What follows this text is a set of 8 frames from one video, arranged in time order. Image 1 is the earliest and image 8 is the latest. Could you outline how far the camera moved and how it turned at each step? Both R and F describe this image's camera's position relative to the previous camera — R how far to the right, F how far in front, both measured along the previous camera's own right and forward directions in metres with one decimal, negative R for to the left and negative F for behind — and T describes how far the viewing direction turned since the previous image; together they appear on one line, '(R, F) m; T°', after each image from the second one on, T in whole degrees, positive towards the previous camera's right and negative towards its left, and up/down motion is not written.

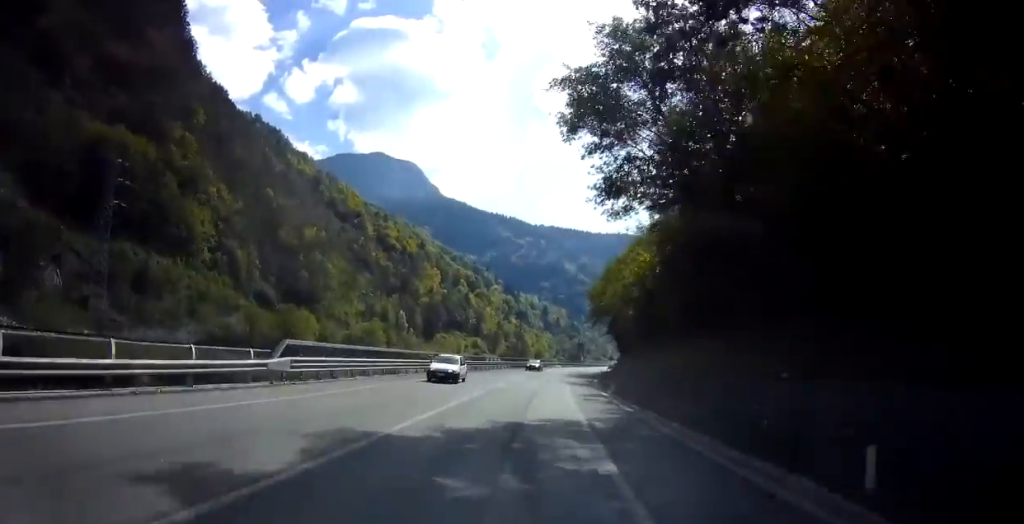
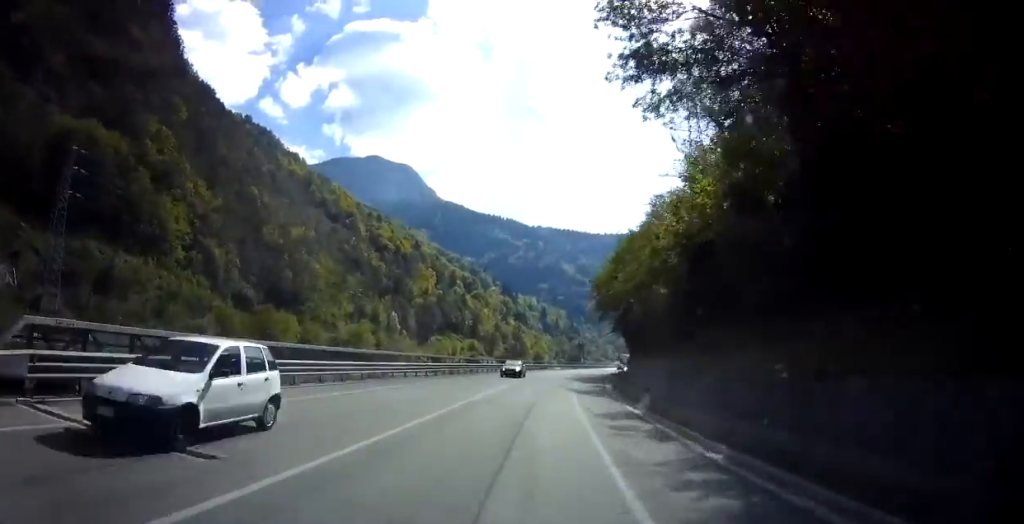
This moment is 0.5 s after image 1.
(-0.2, +10.3) m; 0°
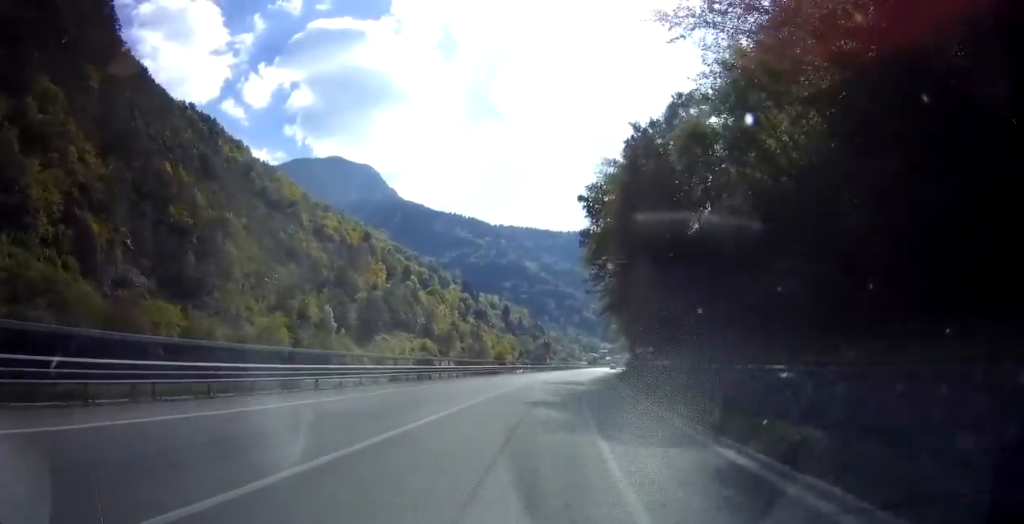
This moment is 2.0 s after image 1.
(+1.4, +33.0) m; +4°
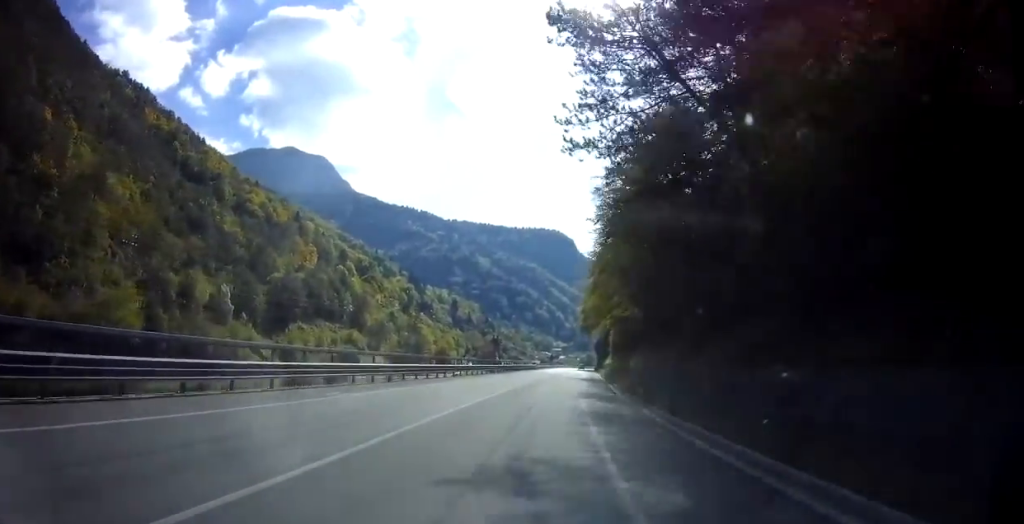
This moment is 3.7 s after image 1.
(+1.3, +39.2) m; +3°
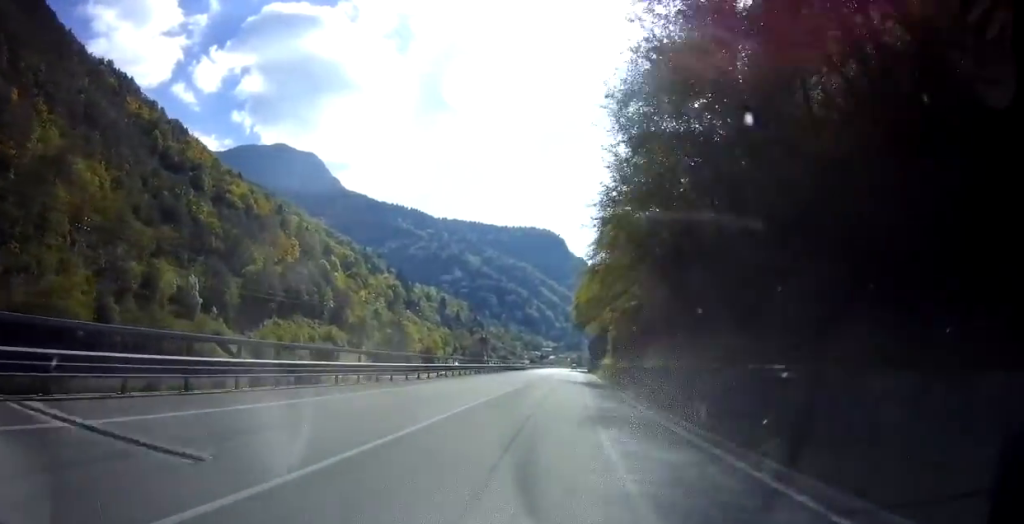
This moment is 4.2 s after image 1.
(0.0, +11.0) m; +1°
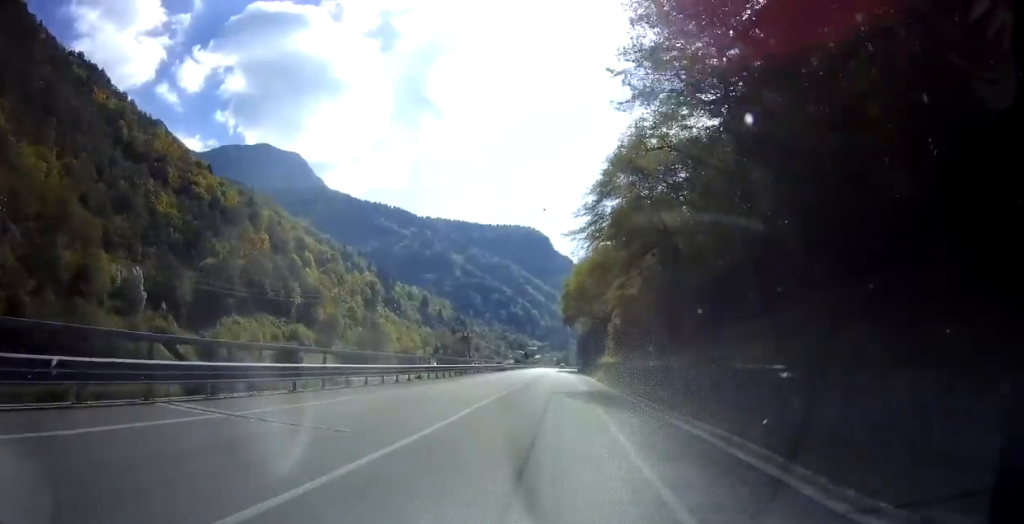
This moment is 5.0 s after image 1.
(+0.2, +16.8) m; +2°
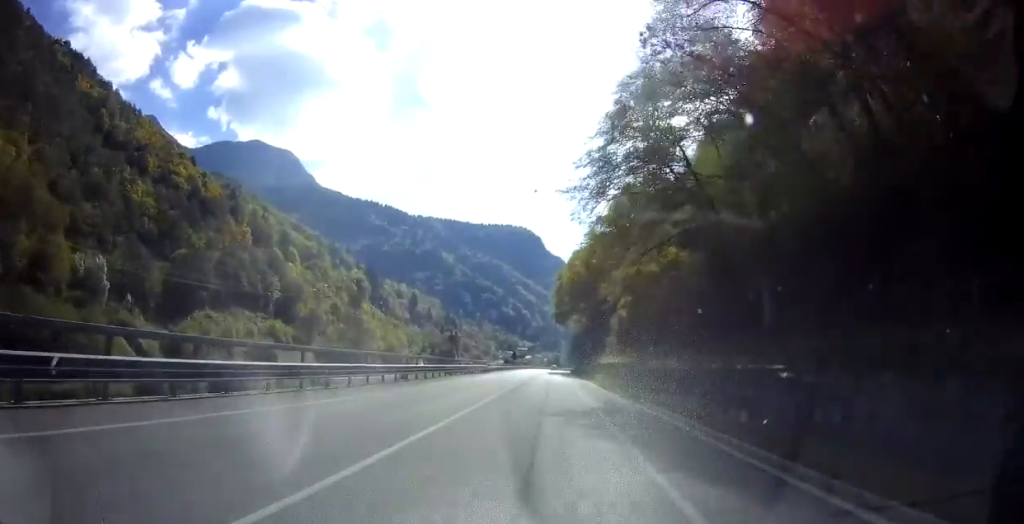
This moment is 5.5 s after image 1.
(-0.1, +10.2) m; +1°
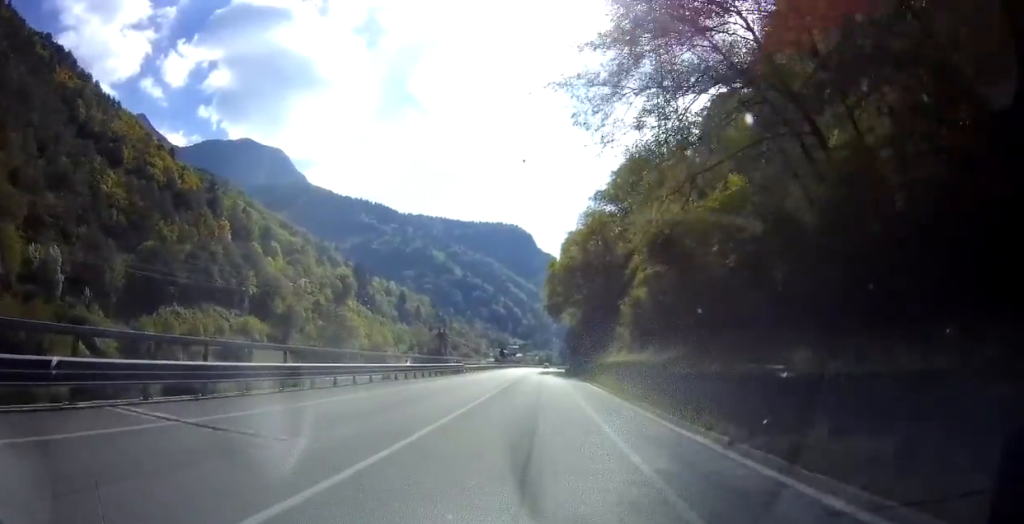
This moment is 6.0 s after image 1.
(+0.3, +11.6) m; +1°
